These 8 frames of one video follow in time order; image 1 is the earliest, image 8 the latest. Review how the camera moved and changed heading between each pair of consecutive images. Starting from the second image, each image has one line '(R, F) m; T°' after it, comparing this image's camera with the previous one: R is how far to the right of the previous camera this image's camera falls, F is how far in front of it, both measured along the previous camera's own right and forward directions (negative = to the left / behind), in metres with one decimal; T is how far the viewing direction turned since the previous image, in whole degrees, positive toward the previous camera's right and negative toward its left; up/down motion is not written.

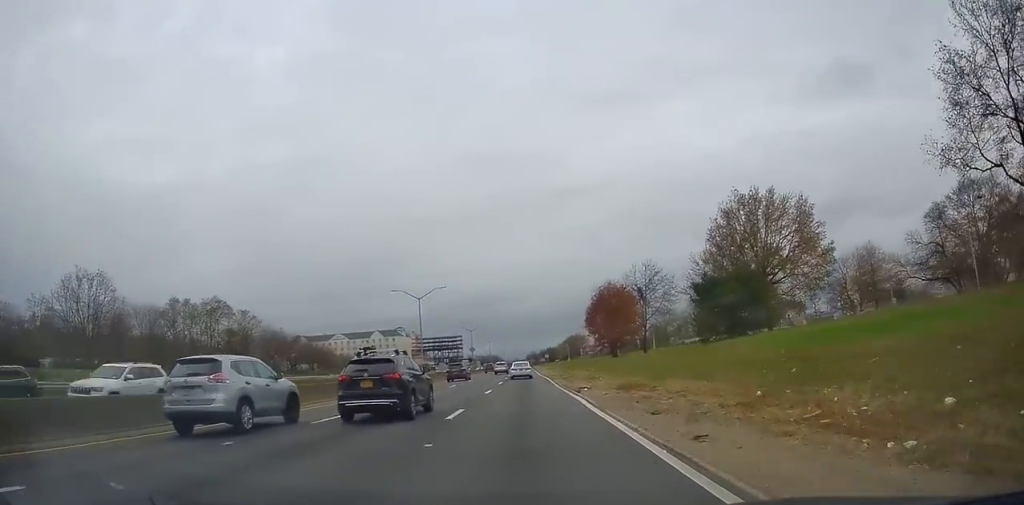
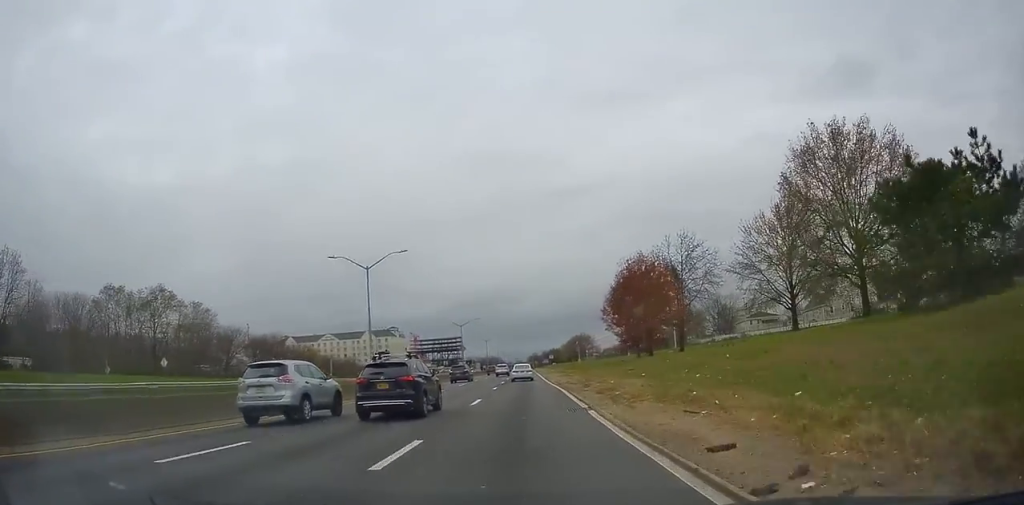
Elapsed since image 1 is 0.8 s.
(+0.3, +19.4) m; +1°
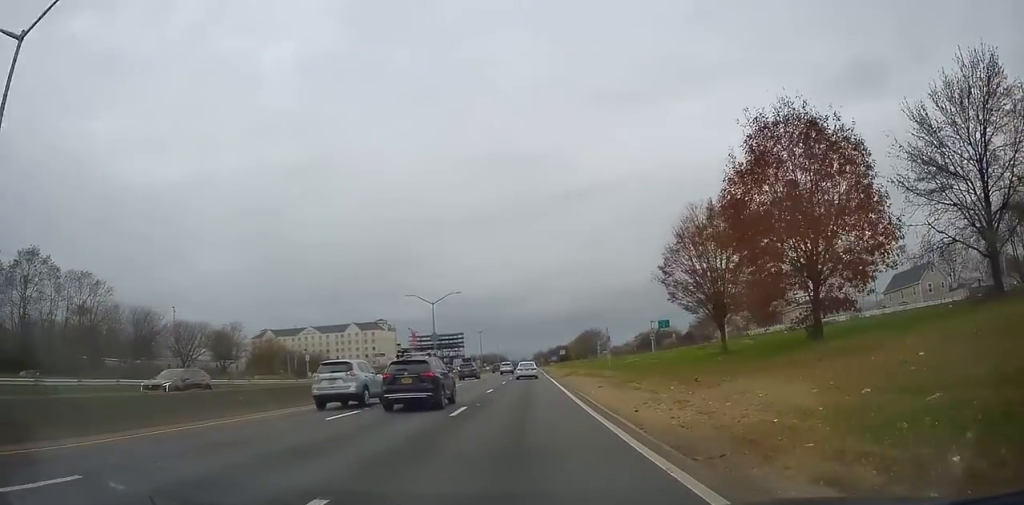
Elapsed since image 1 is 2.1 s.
(+0.6, +31.0) m; 0°
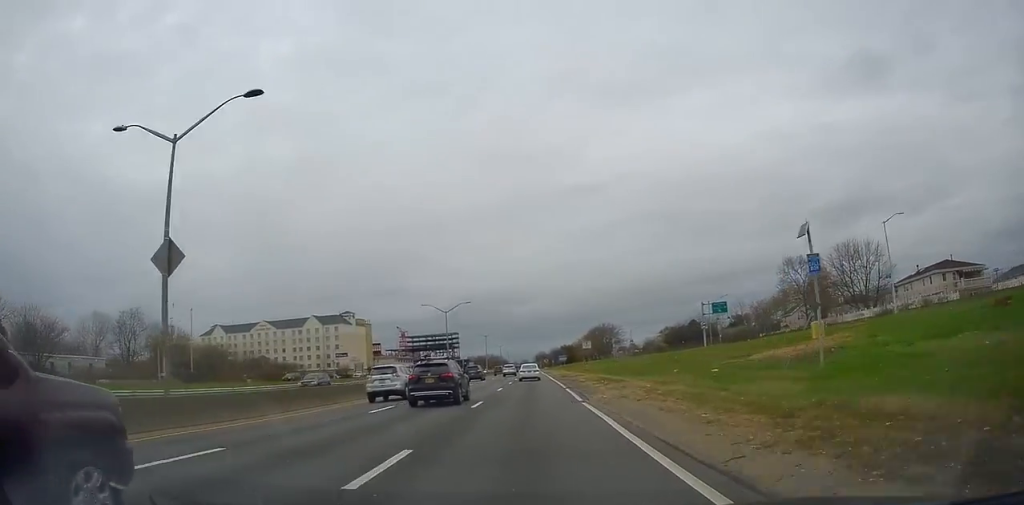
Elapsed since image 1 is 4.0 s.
(-0.2, +48.3) m; 0°
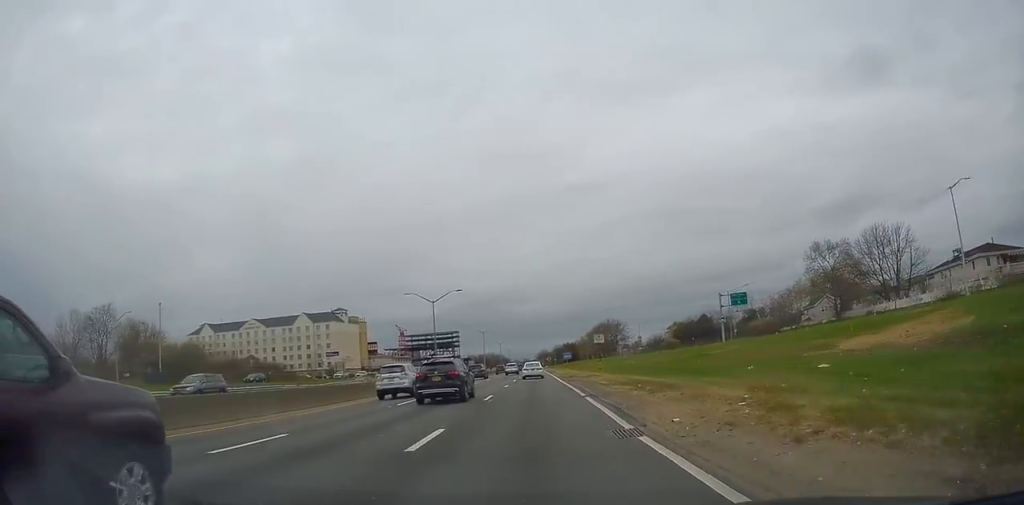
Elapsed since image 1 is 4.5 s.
(0.0, +10.3) m; 0°
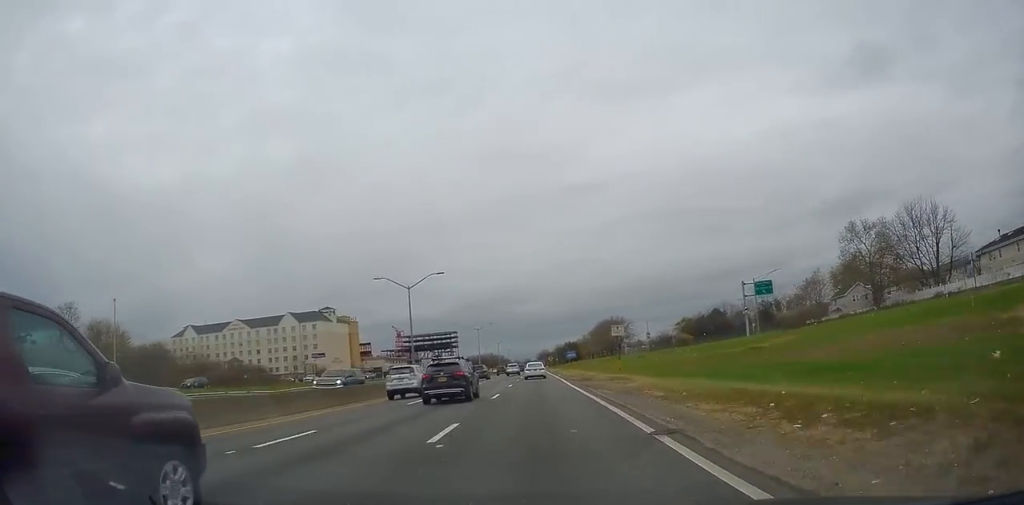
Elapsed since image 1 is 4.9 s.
(-0.3, +11.9) m; 0°
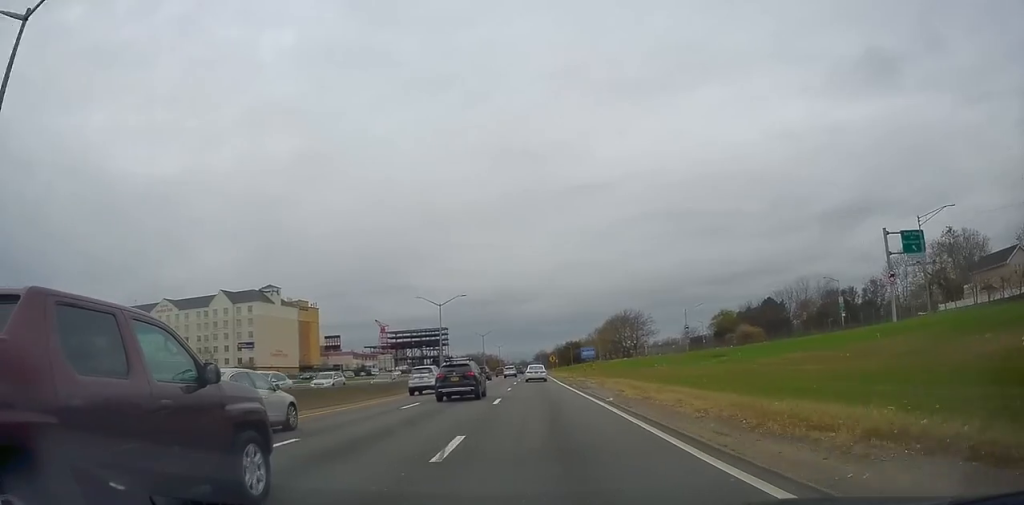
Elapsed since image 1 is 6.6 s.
(+0.5, +41.1) m; +1°
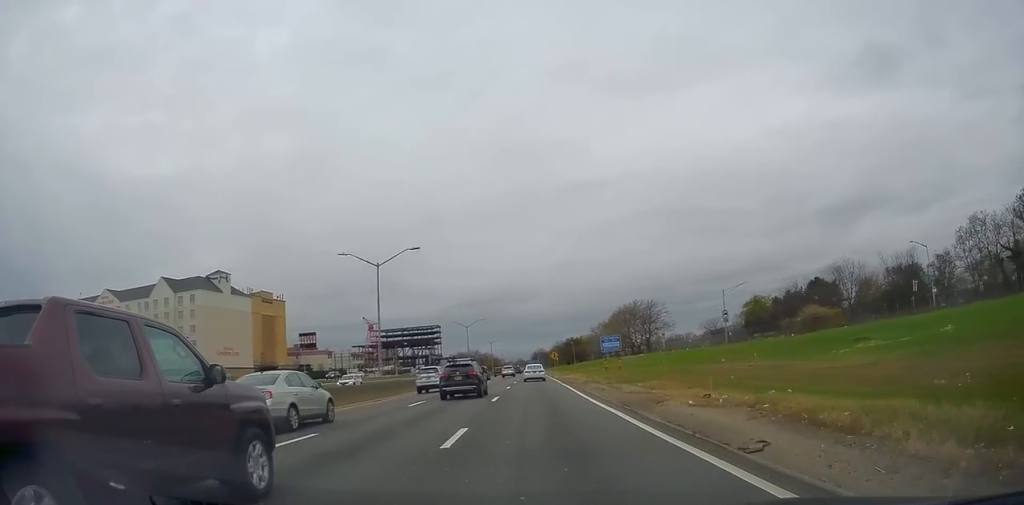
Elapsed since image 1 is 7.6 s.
(0.0, +24.6) m; 0°
